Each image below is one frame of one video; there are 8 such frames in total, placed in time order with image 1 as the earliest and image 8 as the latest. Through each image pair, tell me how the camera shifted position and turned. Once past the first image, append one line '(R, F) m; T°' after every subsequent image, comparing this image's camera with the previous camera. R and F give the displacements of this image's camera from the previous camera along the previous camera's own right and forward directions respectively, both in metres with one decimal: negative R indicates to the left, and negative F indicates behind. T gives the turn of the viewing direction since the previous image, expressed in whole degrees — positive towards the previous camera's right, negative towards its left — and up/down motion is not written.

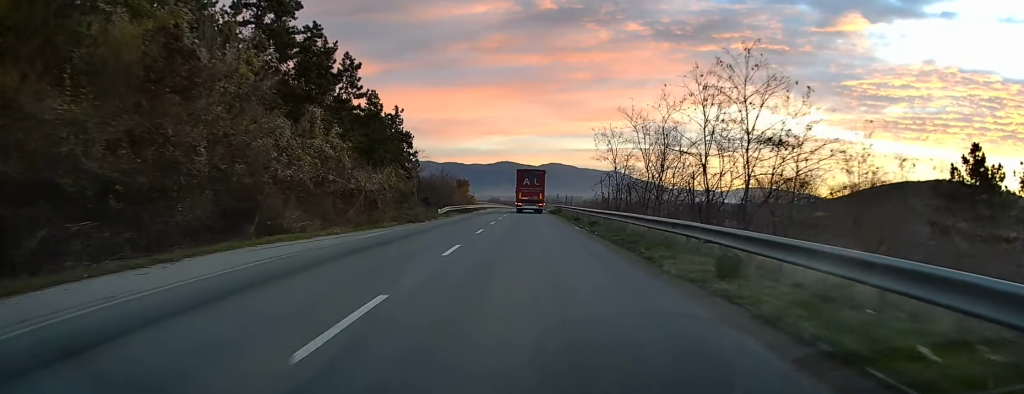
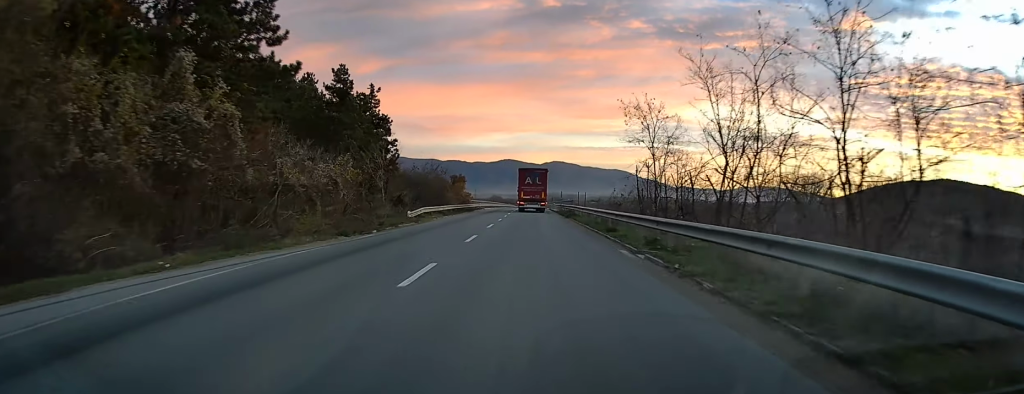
(-0.1, +13.8) m; -1°
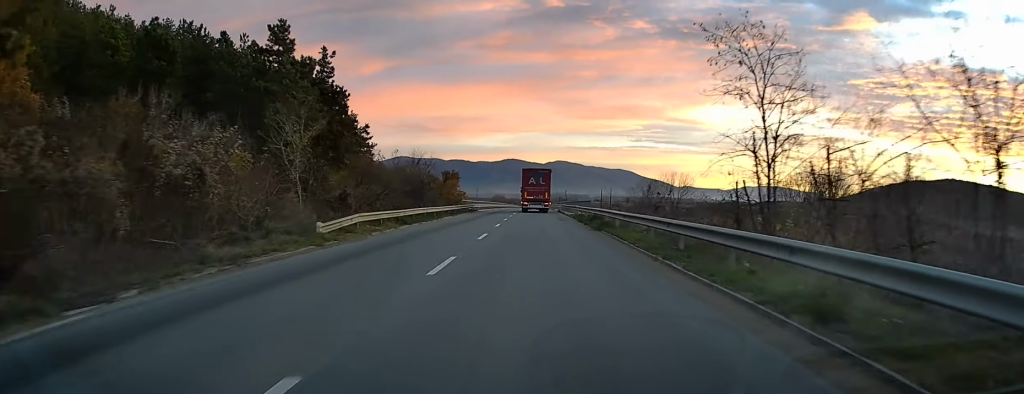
(-0.2, +16.5) m; 0°
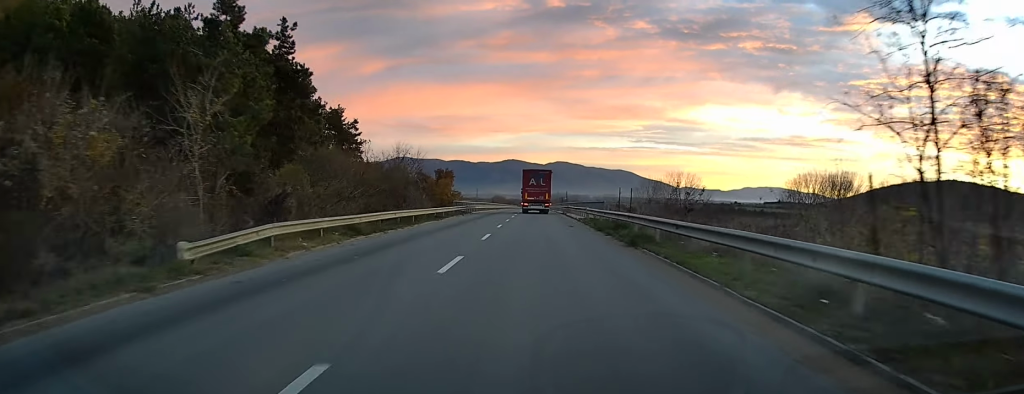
(0.0, +8.6) m; 0°
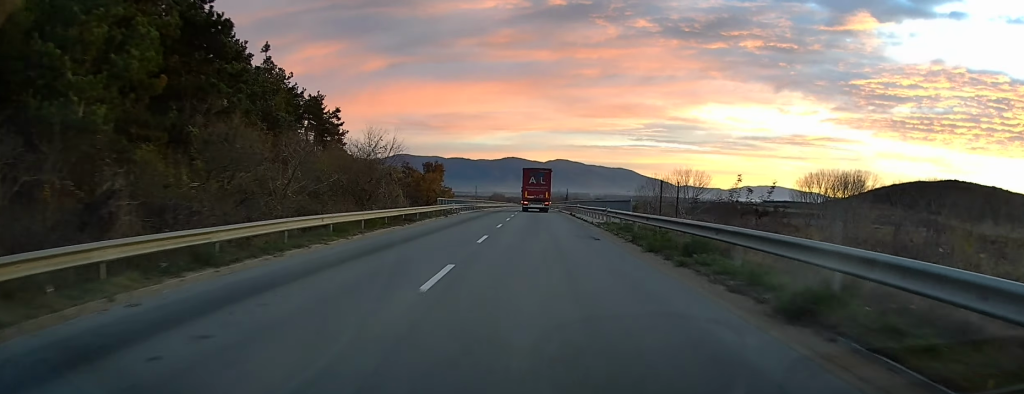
(+0.1, +11.2) m; +1°
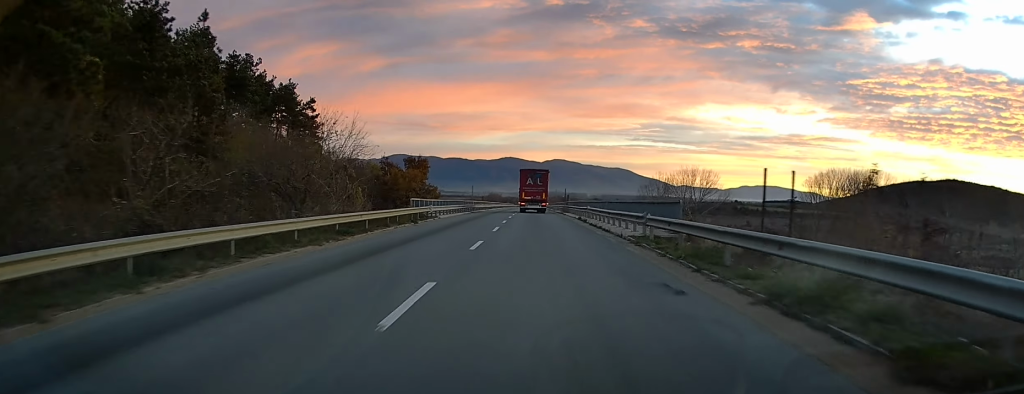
(+0.1, +11.2) m; 0°
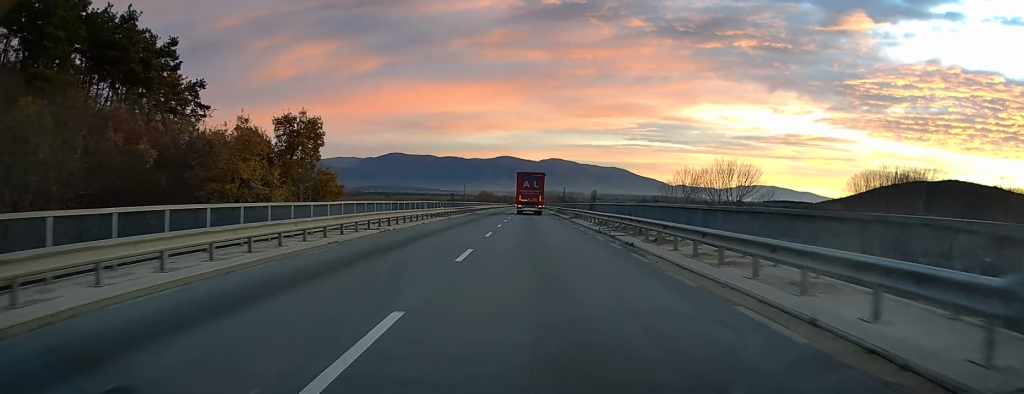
(-0.1, +38.2) m; 0°
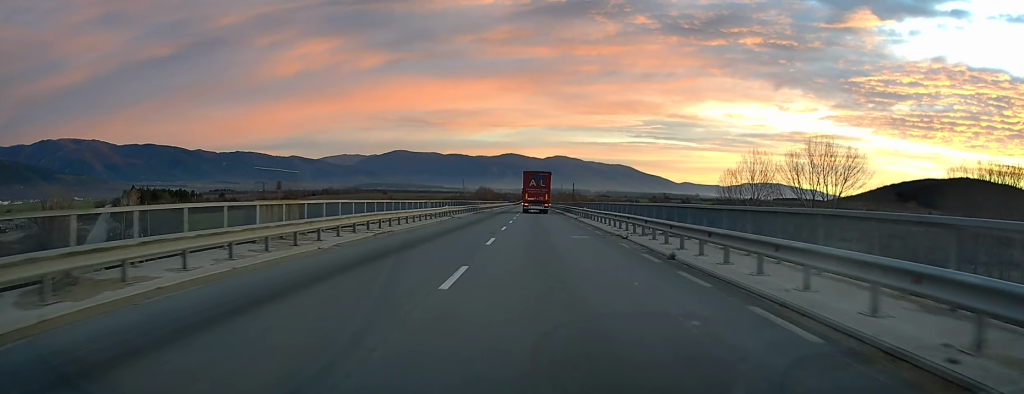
(-0.1, +49.3) m; 0°
